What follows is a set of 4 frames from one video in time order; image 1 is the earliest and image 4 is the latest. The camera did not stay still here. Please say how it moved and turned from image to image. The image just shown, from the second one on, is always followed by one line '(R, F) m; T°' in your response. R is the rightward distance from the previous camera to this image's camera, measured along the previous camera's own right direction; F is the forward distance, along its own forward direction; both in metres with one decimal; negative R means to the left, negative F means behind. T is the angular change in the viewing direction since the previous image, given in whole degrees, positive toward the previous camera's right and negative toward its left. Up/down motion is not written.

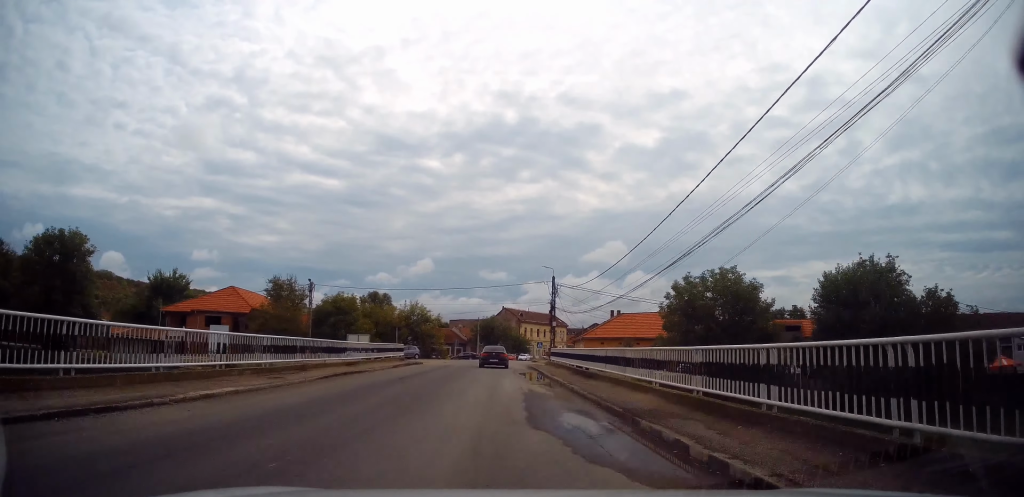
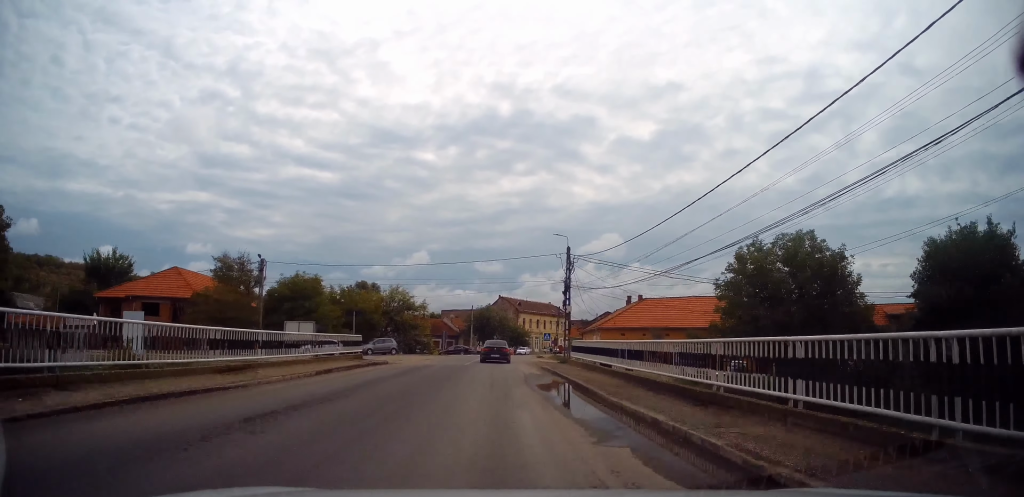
(-0.2, +12.5) m; -1°
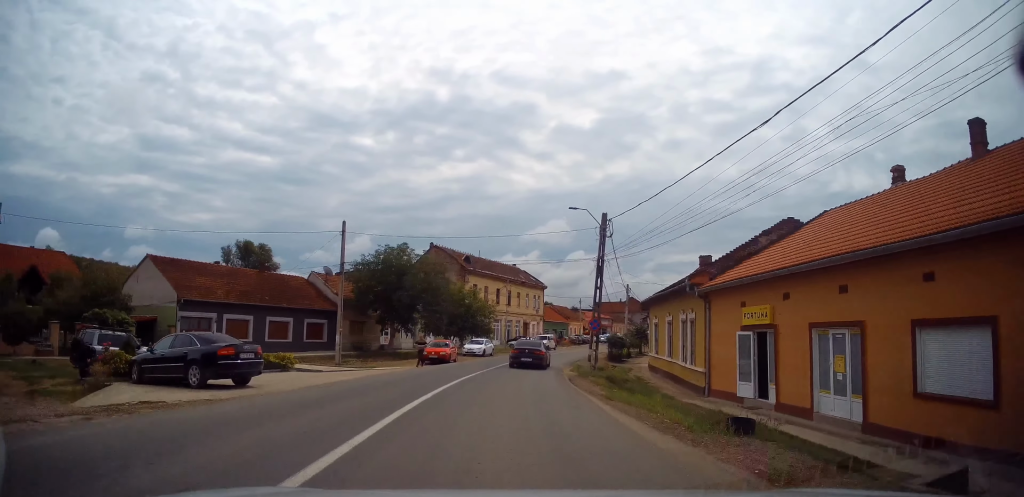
(+2.7, +57.7) m; +6°
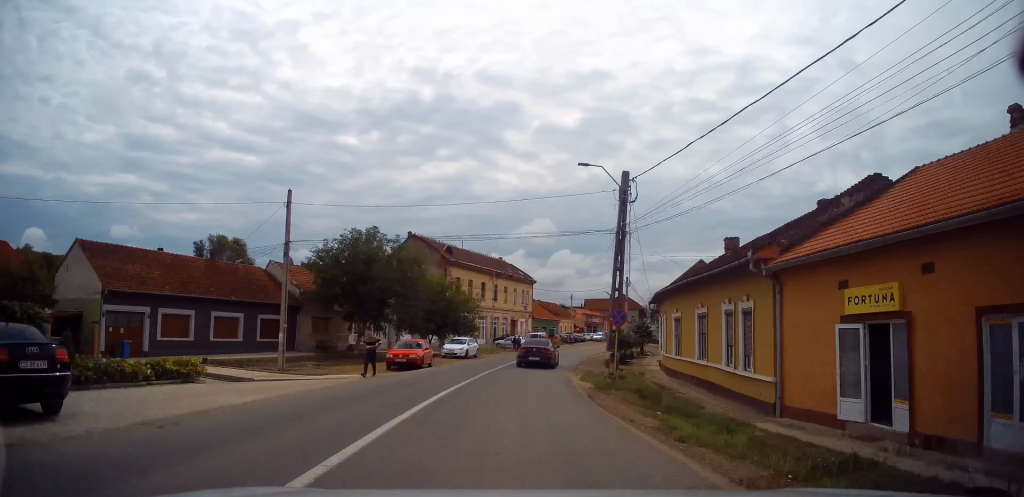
(+0.1, +6.8) m; +2°
